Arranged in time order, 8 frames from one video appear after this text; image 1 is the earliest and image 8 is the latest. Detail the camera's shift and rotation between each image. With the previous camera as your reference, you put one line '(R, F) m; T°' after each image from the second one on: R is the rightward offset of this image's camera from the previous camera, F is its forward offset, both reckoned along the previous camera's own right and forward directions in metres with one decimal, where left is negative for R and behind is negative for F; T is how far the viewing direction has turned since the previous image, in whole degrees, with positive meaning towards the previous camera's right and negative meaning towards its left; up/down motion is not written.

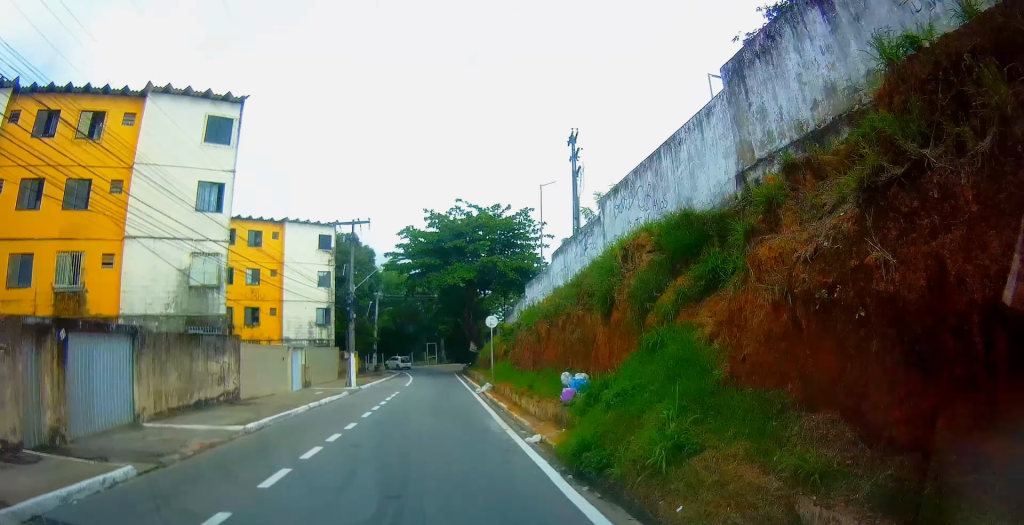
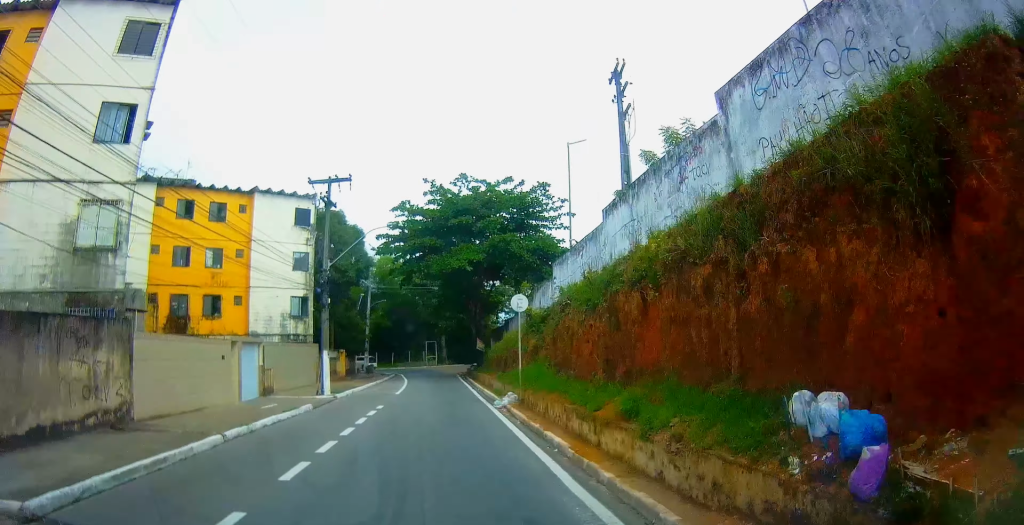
(+0.1, +7.7) m; +1°
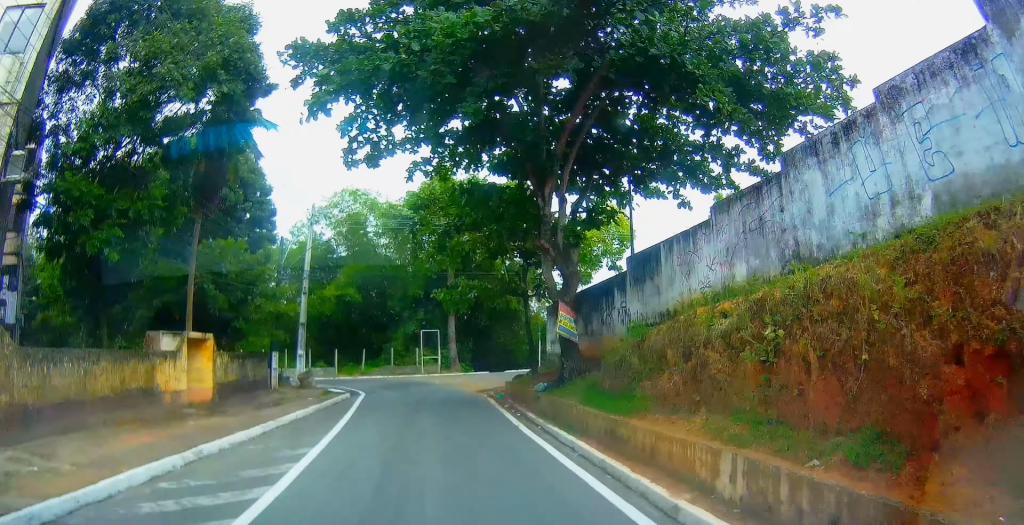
(-0.2, +28.2) m; -2°
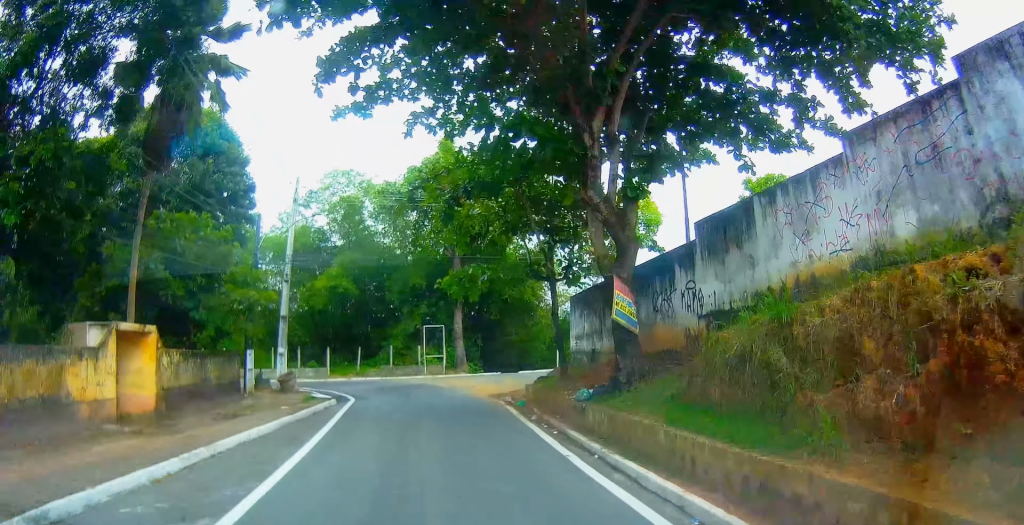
(+0.3, +4.3) m; -2°
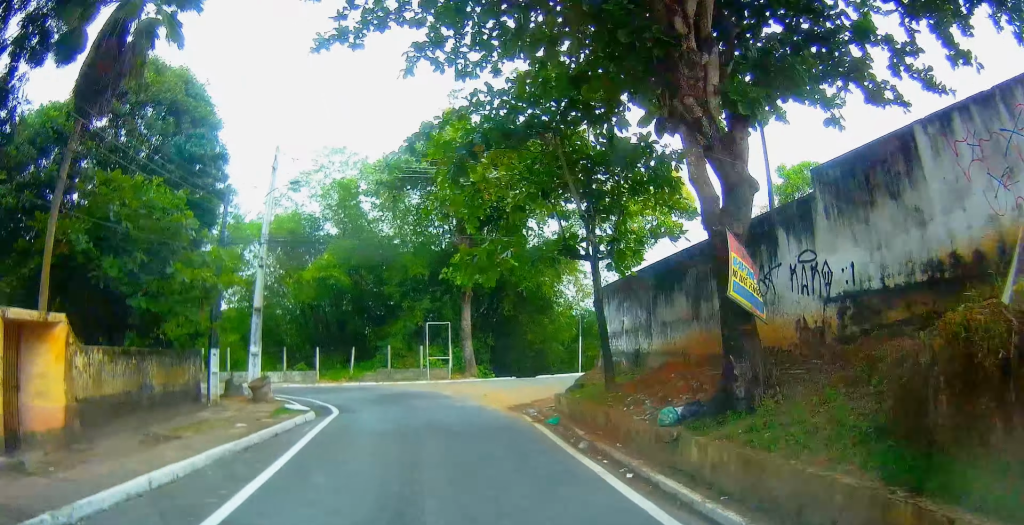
(0.0, +4.2) m; -3°
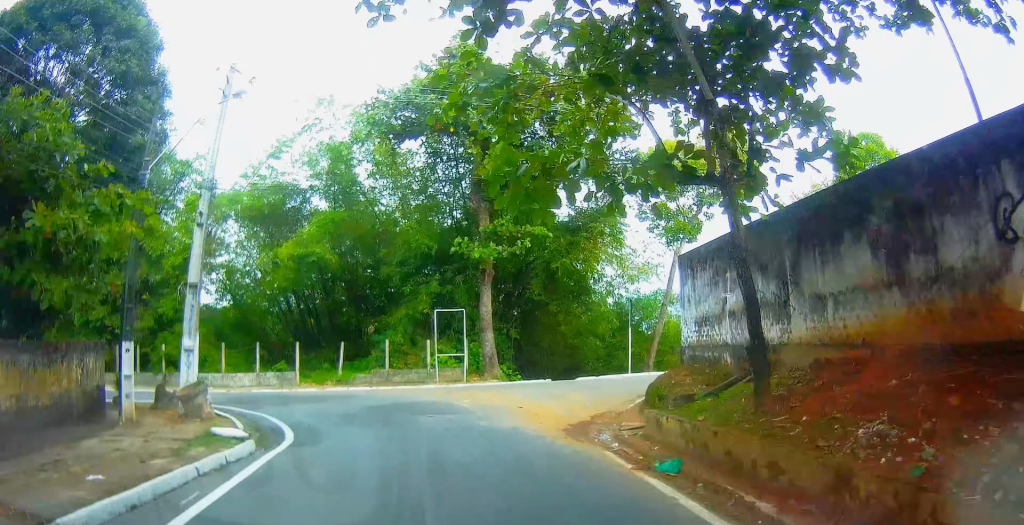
(-0.5, +6.2) m; -9°
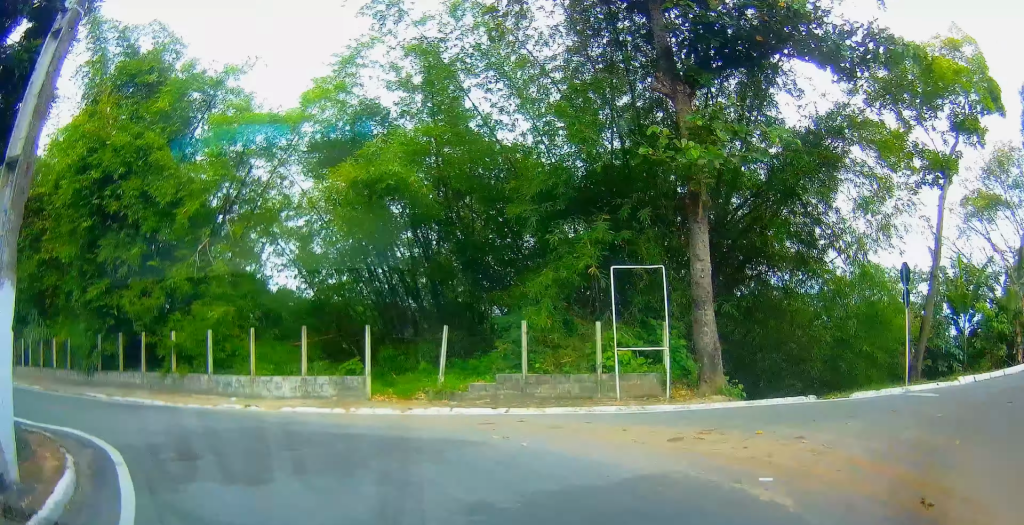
(-1.2, +11.2) m; -8°
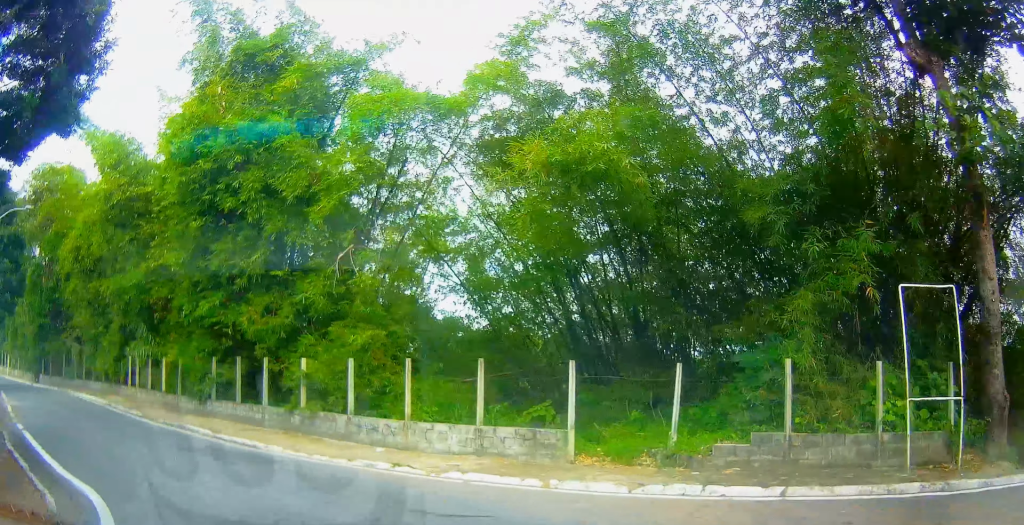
(+0.1, +5.5) m; -3°
